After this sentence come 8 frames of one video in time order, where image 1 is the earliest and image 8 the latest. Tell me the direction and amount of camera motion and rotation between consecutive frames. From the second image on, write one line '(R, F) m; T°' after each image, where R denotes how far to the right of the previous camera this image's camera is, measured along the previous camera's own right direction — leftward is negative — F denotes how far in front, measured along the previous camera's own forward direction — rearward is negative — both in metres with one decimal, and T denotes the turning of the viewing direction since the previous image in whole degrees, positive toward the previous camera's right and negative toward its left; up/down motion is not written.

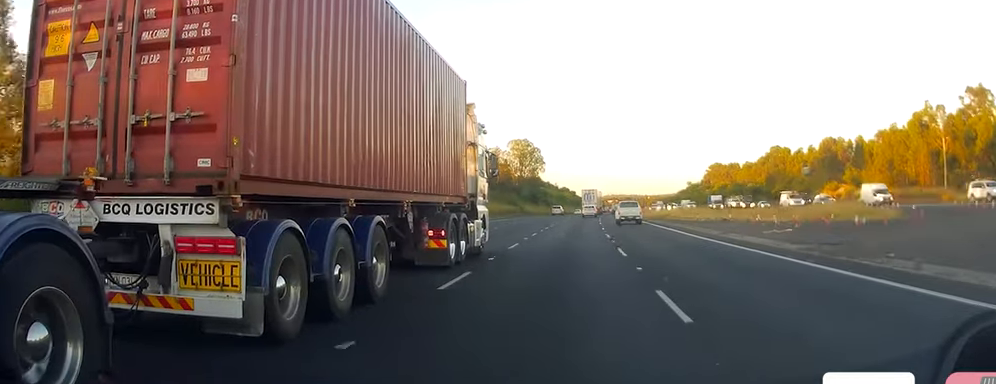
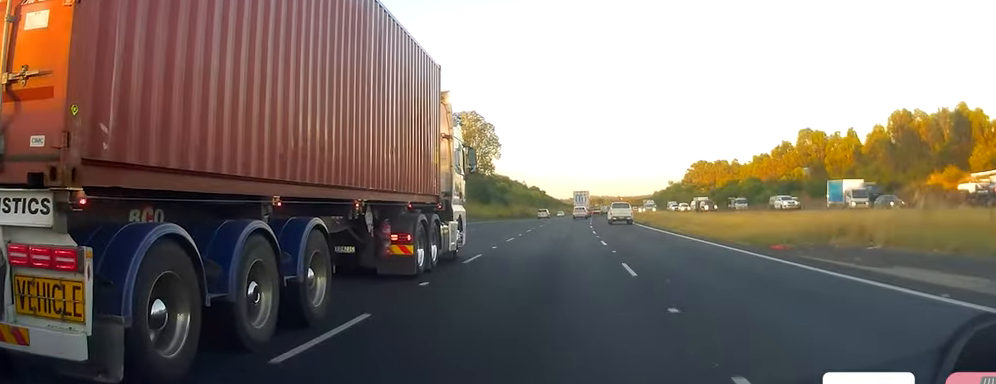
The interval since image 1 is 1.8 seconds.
(+1.3, +52.5) m; +1°
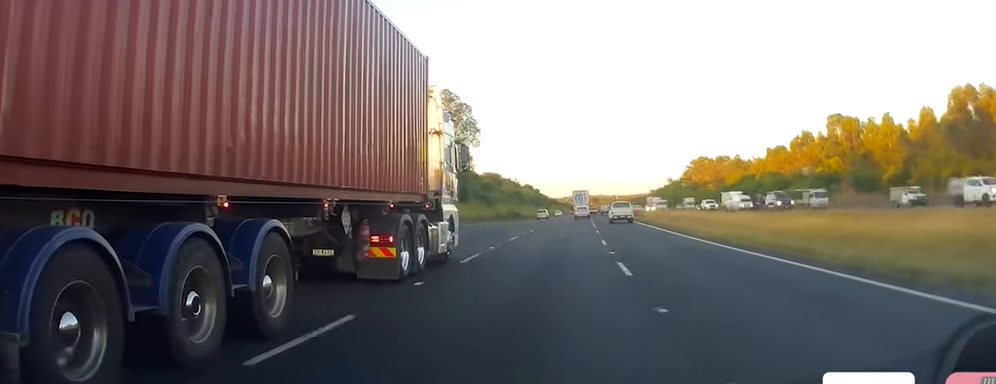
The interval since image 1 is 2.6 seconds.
(0.0, +23.3) m; 0°
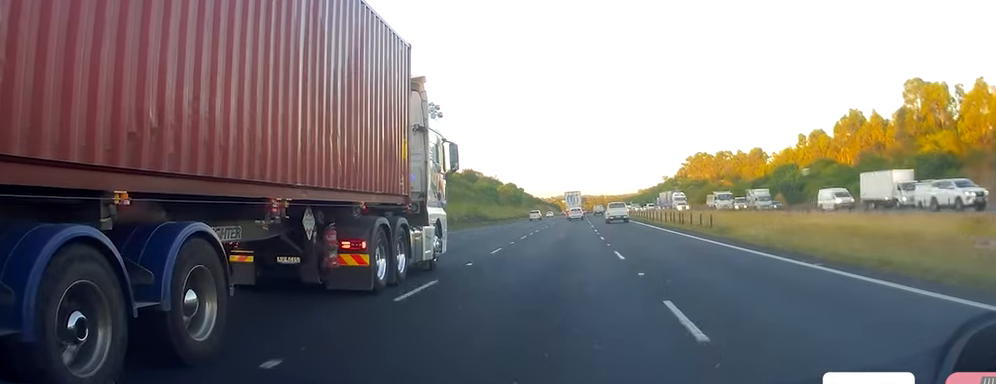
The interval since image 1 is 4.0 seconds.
(+0.2, +41.6) m; +1°
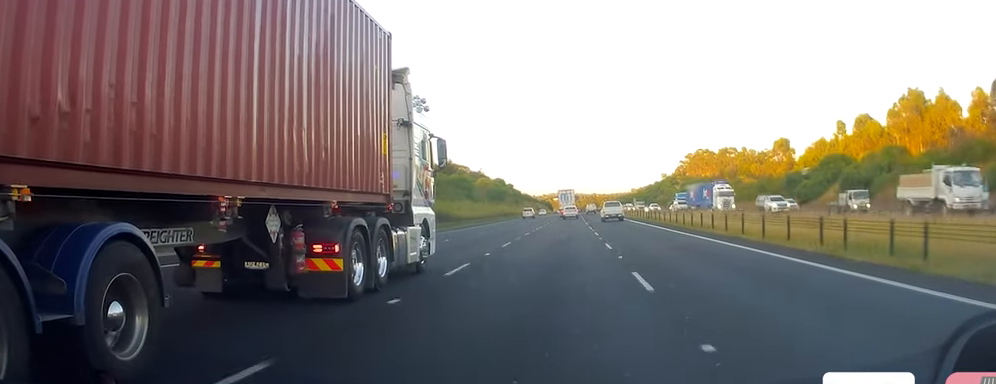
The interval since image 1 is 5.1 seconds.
(+0.5, +30.6) m; +1°
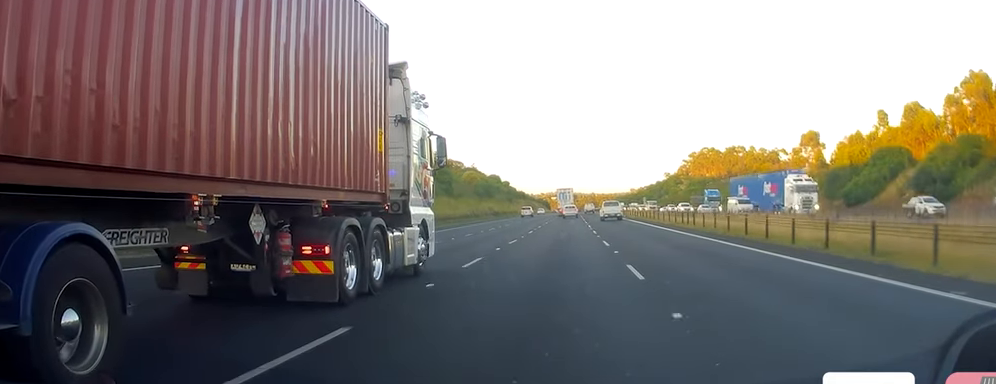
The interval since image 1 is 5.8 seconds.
(+0.3, +21.0) m; 0°
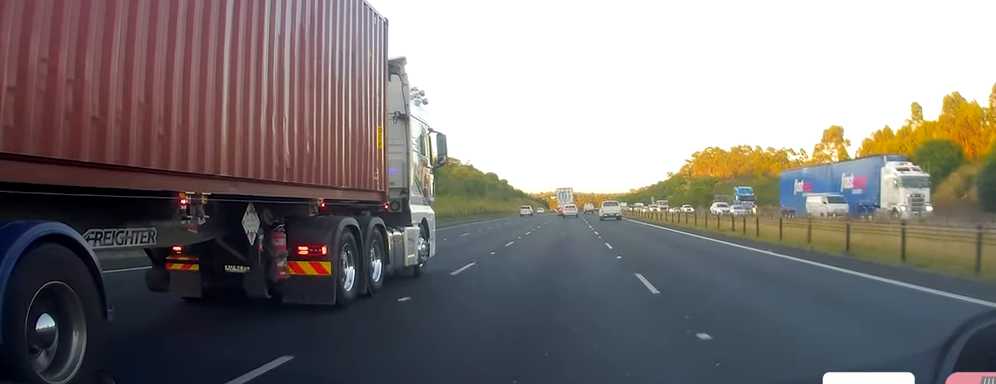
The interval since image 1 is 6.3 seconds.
(-0.2, +13.4) m; 0°
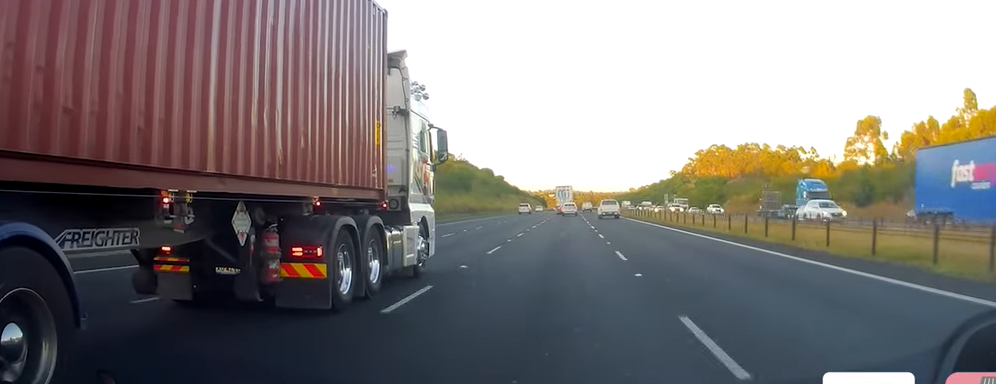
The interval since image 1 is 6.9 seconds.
(-0.2, +17.2) m; 0°
